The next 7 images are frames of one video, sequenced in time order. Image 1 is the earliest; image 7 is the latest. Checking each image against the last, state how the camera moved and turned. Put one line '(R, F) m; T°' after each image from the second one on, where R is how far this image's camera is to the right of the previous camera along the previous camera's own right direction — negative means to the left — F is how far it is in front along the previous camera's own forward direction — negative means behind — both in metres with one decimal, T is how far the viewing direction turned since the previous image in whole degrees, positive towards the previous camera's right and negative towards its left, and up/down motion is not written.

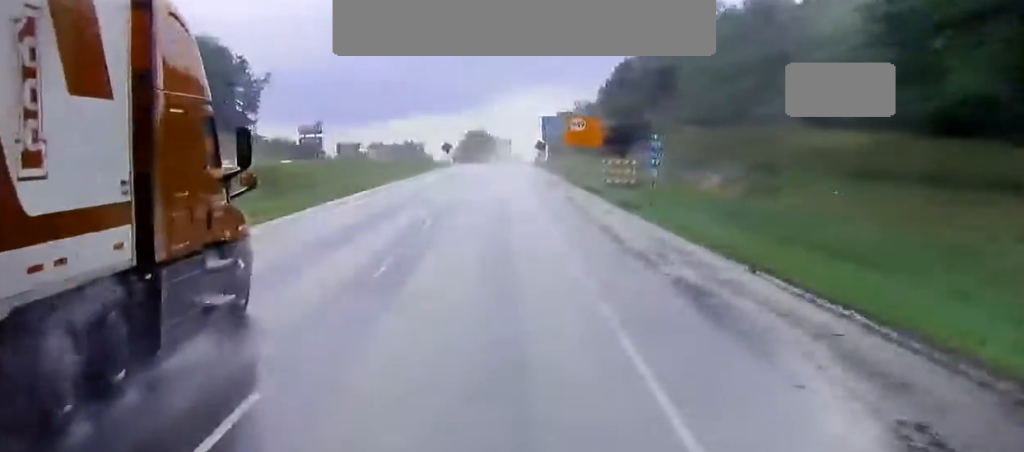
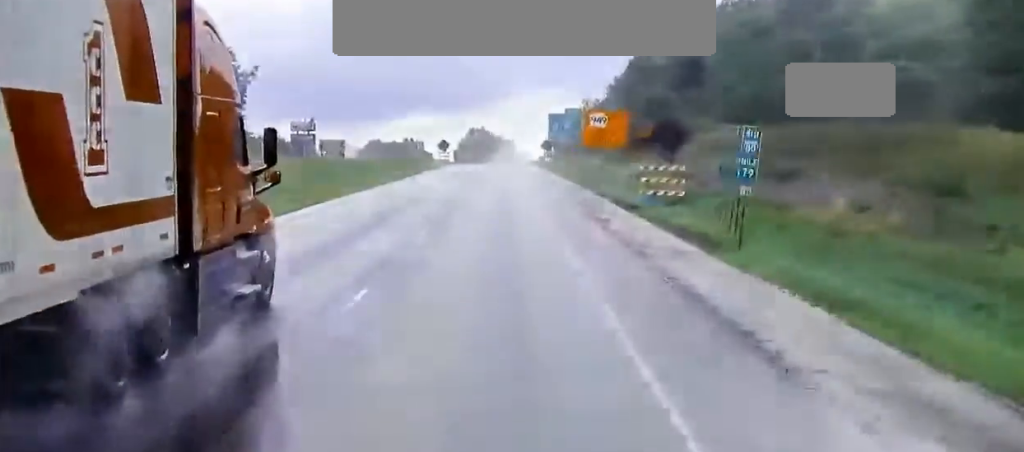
(0.0, +15.3) m; 0°
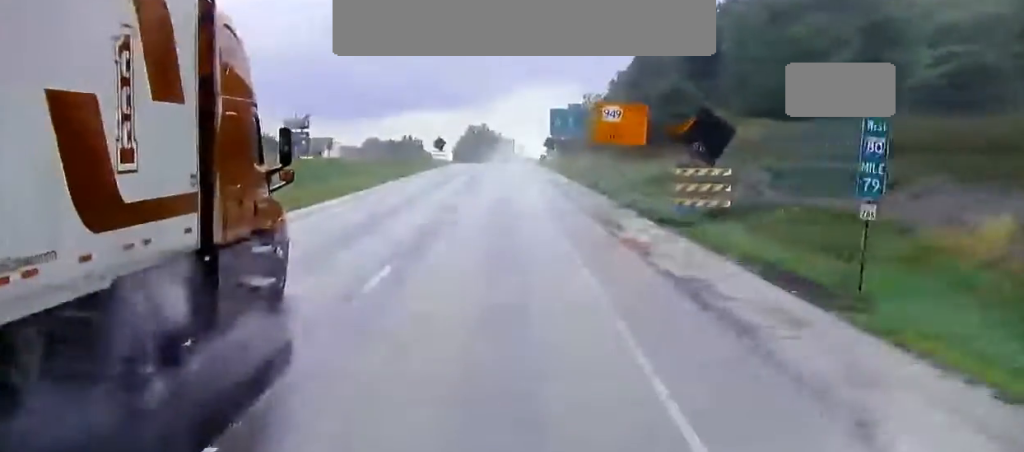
(0.0, +9.1) m; 0°
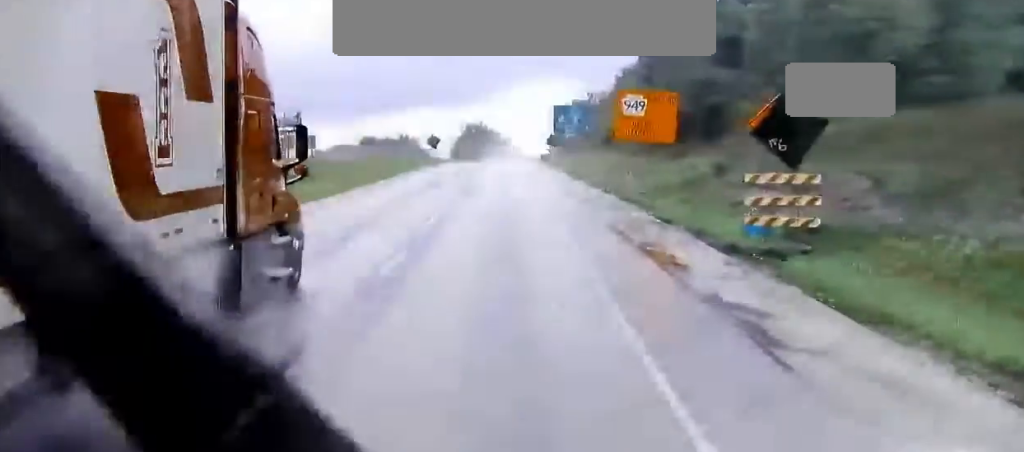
(0.0, +9.8) m; 0°
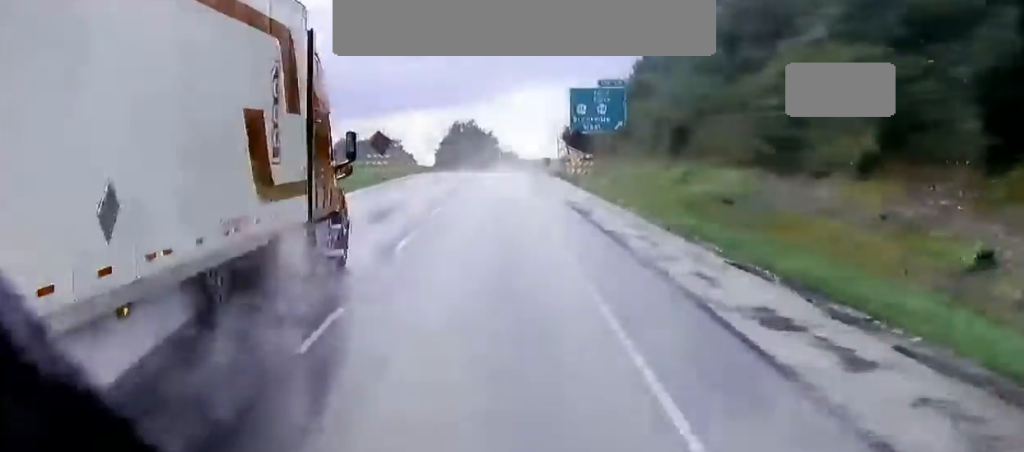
(0.0, +54.2) m; 0°
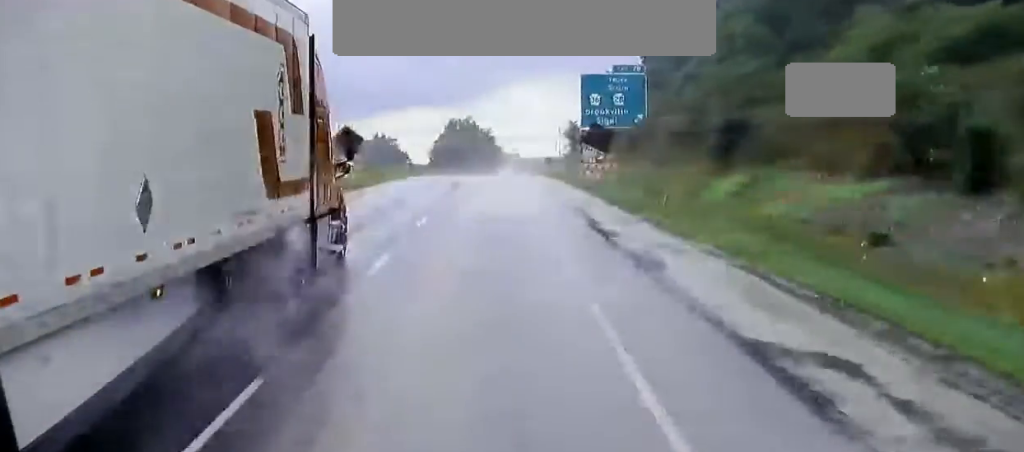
(0.0, +17.8) m; 0°
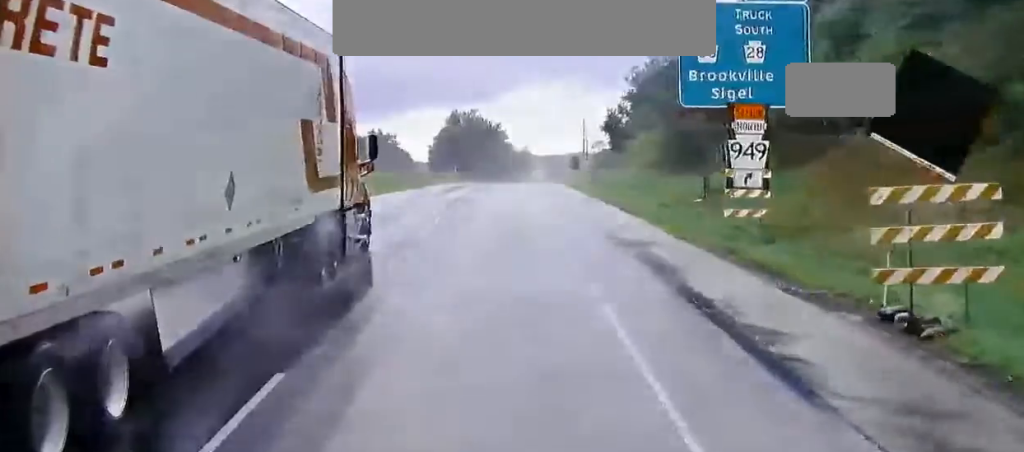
(0.0, +48.2) m; 0°
